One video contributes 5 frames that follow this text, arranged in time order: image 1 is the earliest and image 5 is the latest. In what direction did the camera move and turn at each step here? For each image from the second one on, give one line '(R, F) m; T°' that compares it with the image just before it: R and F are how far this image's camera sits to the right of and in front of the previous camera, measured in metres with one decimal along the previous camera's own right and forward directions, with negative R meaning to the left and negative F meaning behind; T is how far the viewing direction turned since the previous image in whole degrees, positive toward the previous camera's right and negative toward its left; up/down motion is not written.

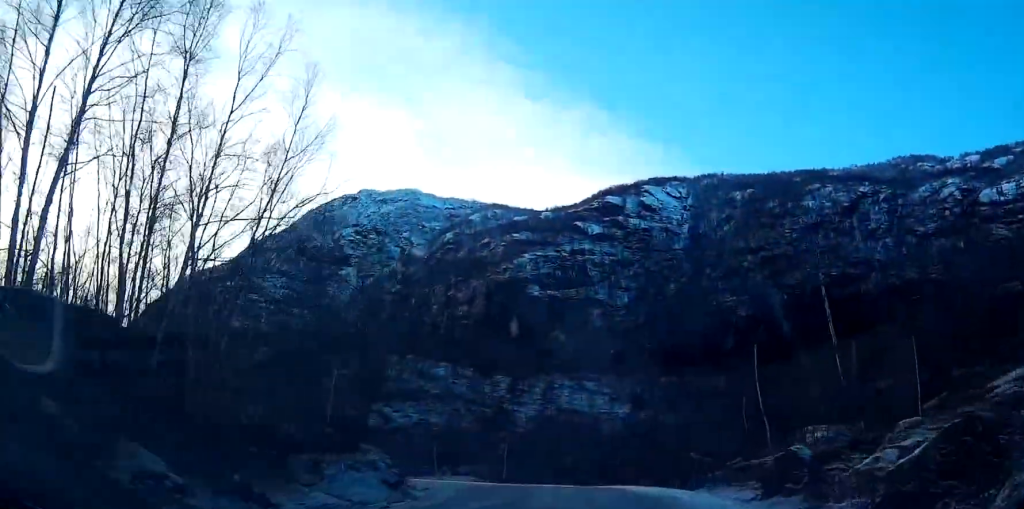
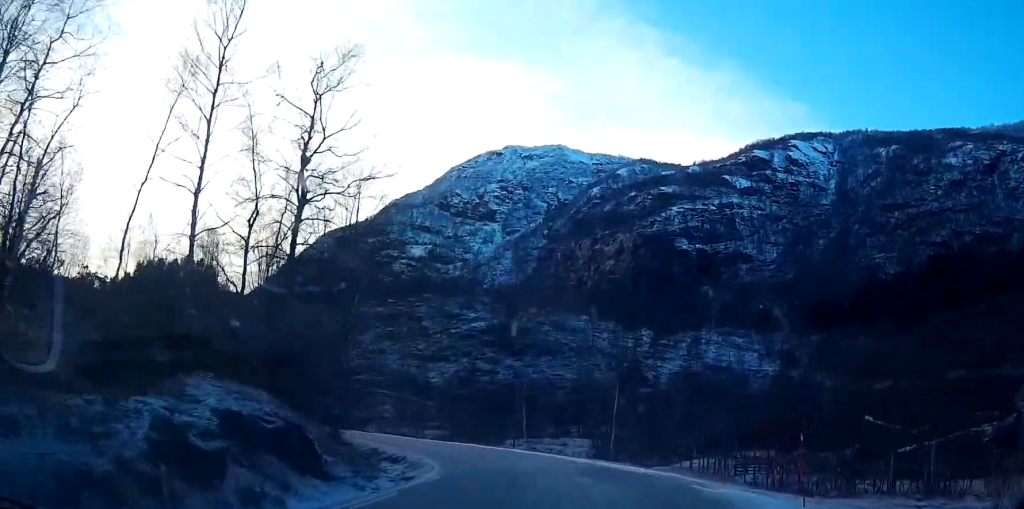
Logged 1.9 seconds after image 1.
(-1.3, +19.2) m; -8°
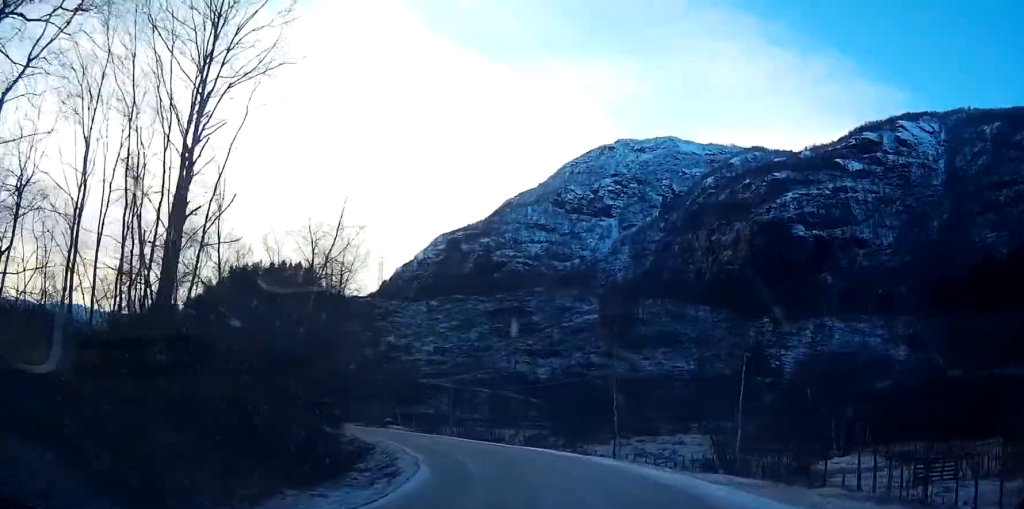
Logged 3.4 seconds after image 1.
(-1.5, +14.8) m; -12°
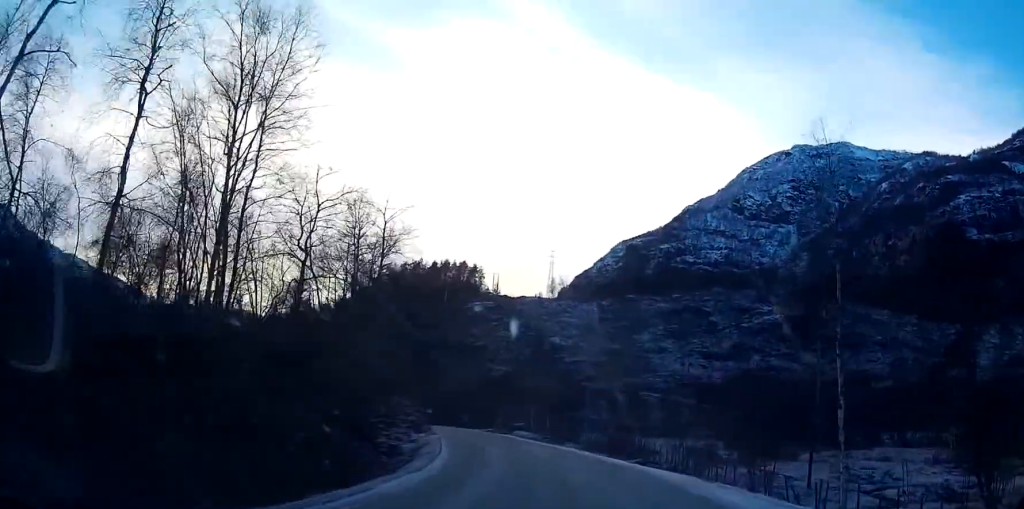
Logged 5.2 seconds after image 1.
(-2.6, +19.0) m; -14°
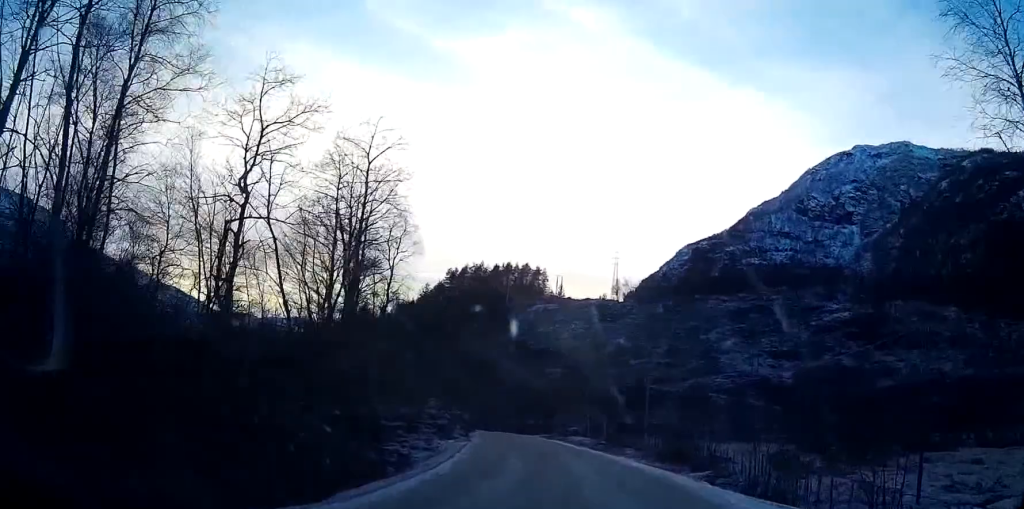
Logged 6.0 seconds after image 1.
(-0.1, +7.6) m; -4°
